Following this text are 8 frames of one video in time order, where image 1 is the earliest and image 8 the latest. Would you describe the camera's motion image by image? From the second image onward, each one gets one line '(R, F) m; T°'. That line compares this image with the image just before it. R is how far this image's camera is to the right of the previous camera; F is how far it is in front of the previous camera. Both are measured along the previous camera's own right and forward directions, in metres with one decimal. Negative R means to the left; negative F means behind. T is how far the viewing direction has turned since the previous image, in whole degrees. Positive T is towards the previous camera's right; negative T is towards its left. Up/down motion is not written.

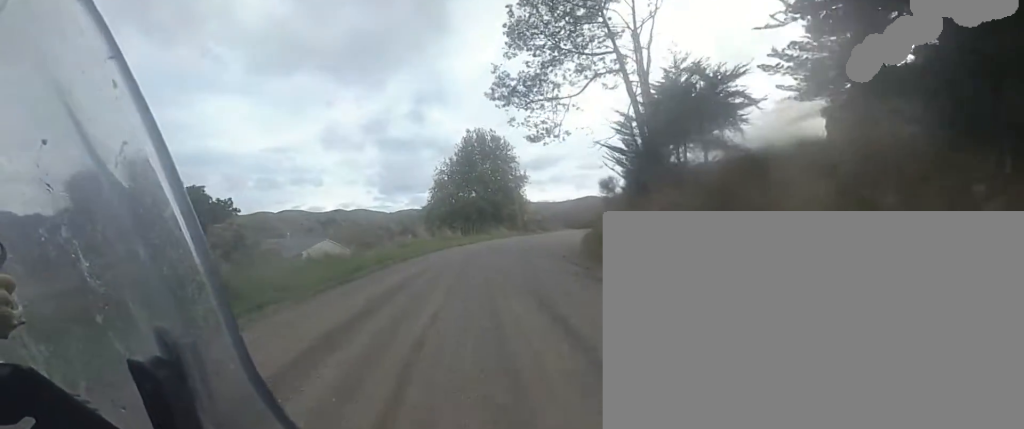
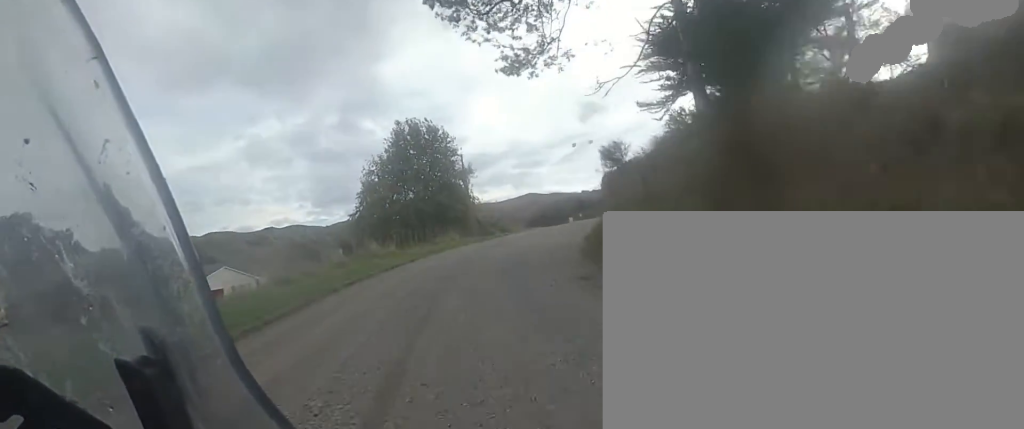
(+0.4, +9.1) m; +3°
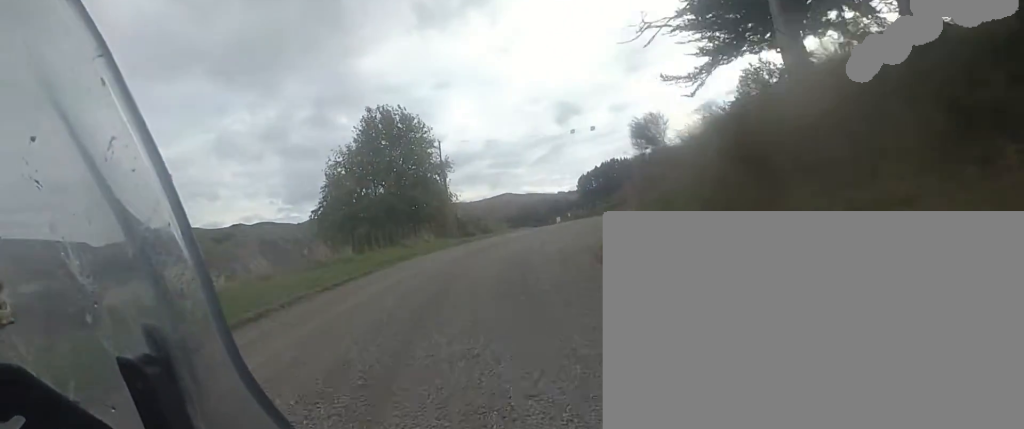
(0.0, +4.3) m; +1°
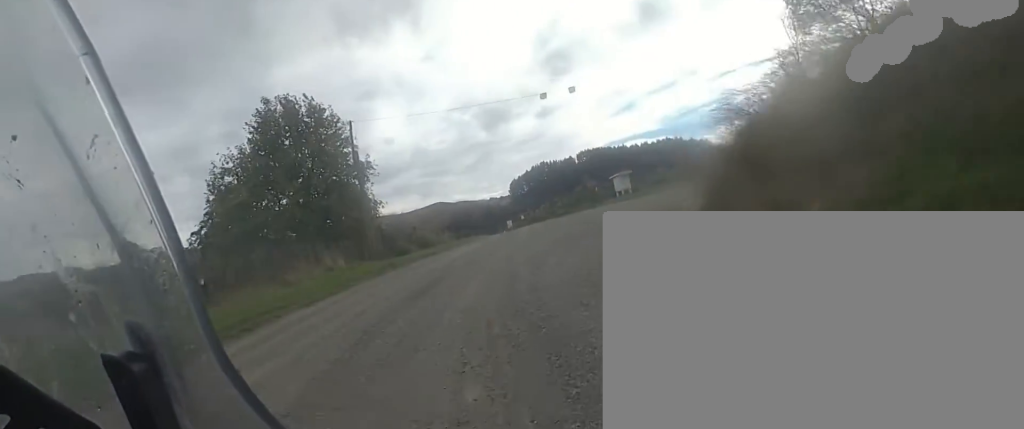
(+0.1, +7.5) m; +10°
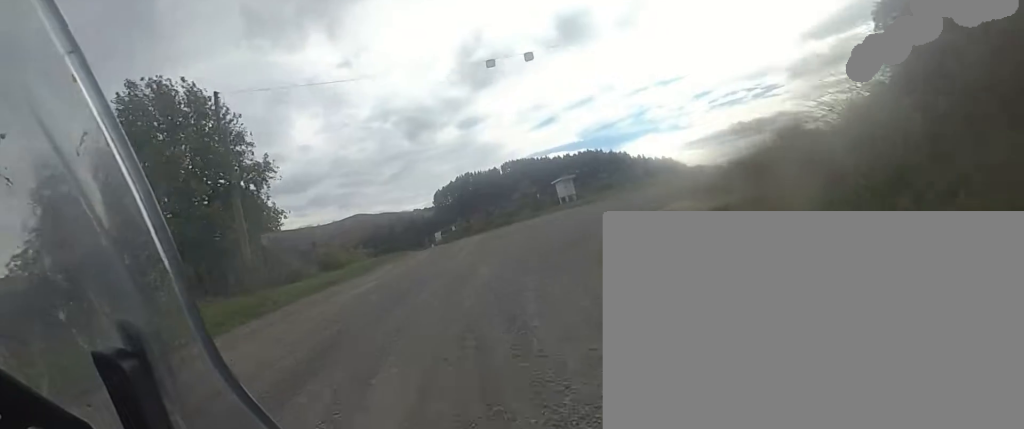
(+0.1, +4.5) m; +12°
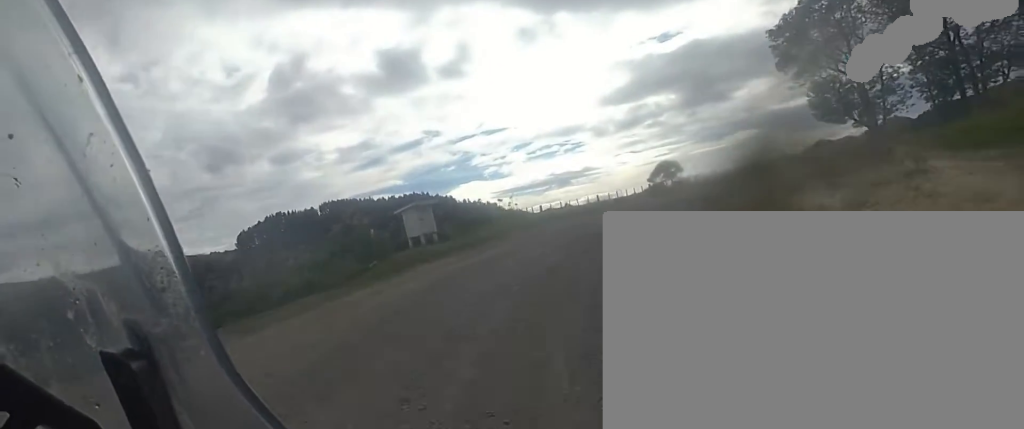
(+3.4, +9.3) m; +35°
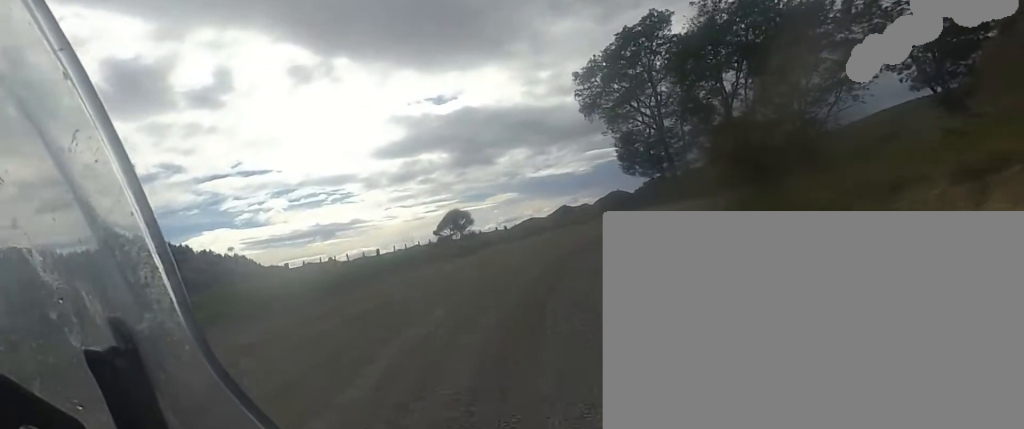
(+2.8, +7.5) m; +36°
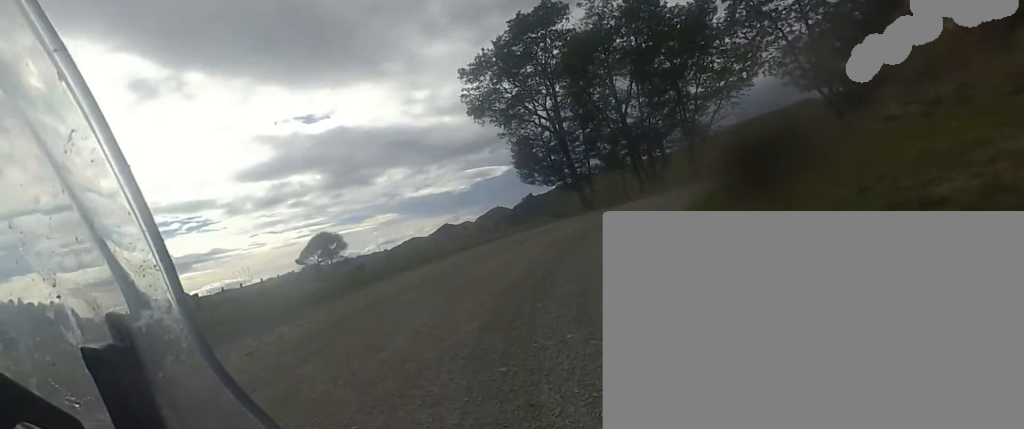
(+0.7, +5.0) m; +14°
